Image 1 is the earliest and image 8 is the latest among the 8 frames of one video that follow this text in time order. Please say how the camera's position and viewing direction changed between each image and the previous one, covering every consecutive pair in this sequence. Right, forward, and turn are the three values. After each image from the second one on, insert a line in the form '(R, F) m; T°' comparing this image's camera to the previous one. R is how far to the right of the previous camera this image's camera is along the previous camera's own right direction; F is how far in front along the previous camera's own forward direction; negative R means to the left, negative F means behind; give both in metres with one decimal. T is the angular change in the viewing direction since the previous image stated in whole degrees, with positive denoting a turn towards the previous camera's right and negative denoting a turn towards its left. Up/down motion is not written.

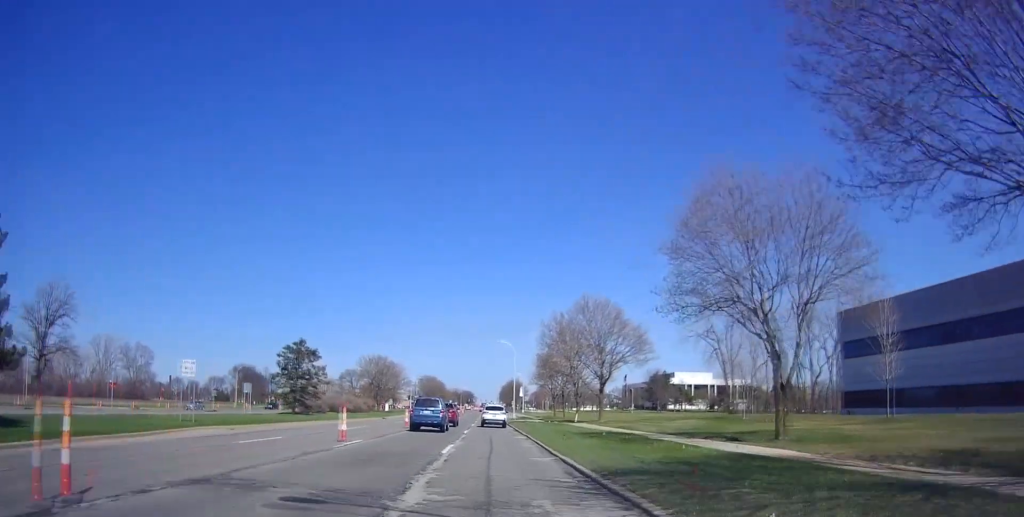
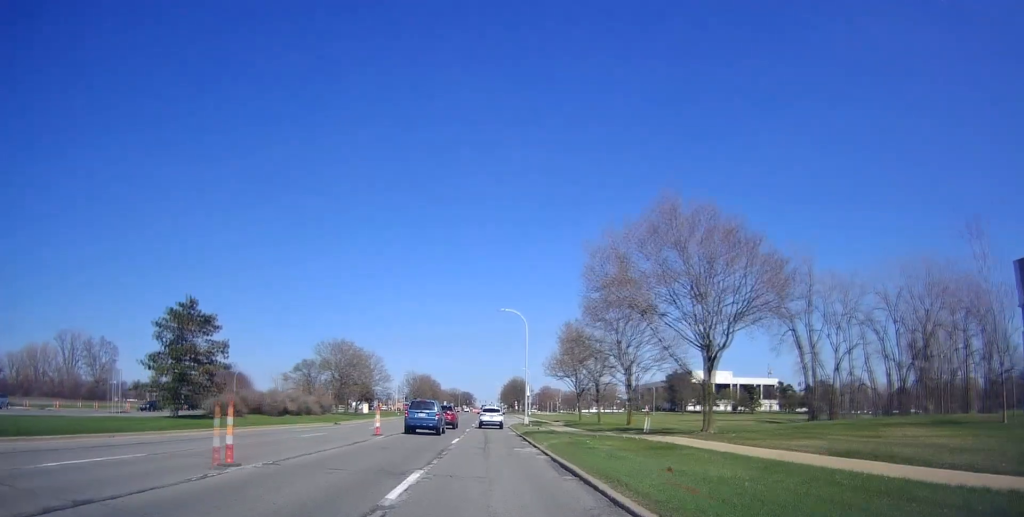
(+0.2, +24.1) m; 0°
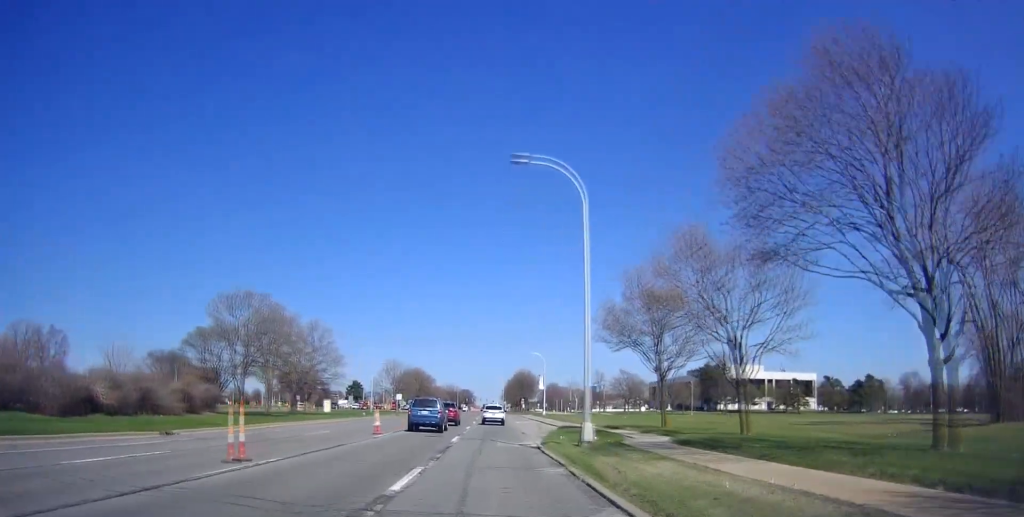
(-0.2, +30.2) m; +1°
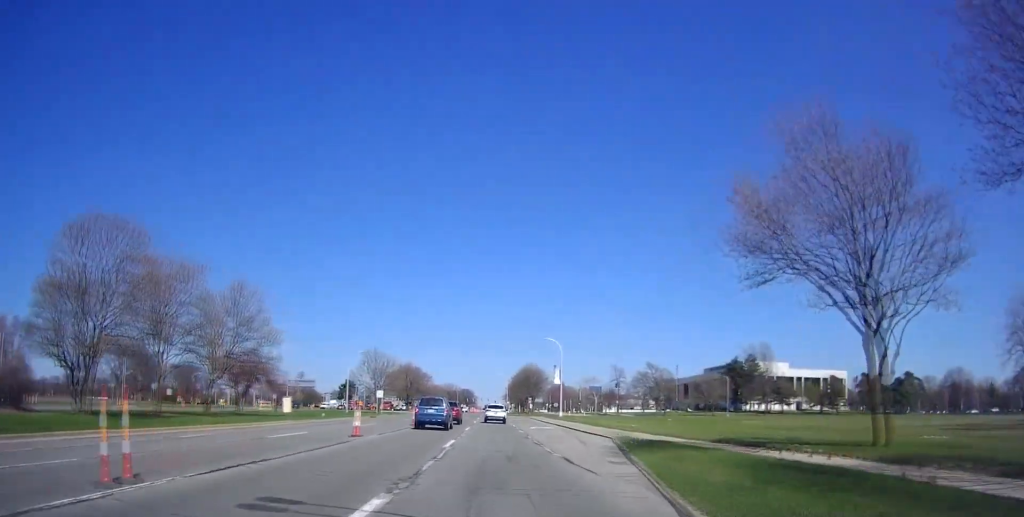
(+0.2, +19.3) m; -1°
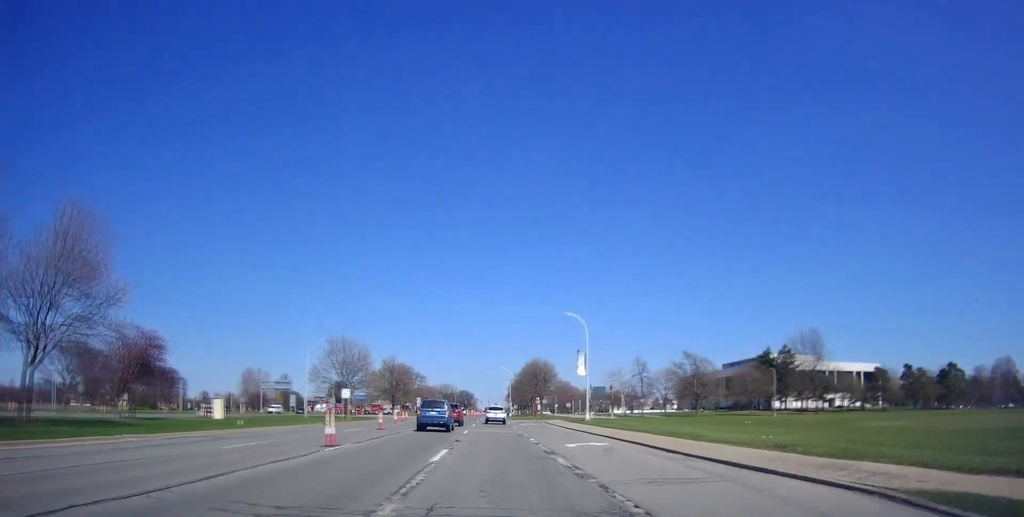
(-0.4, +19.8) m; -1°
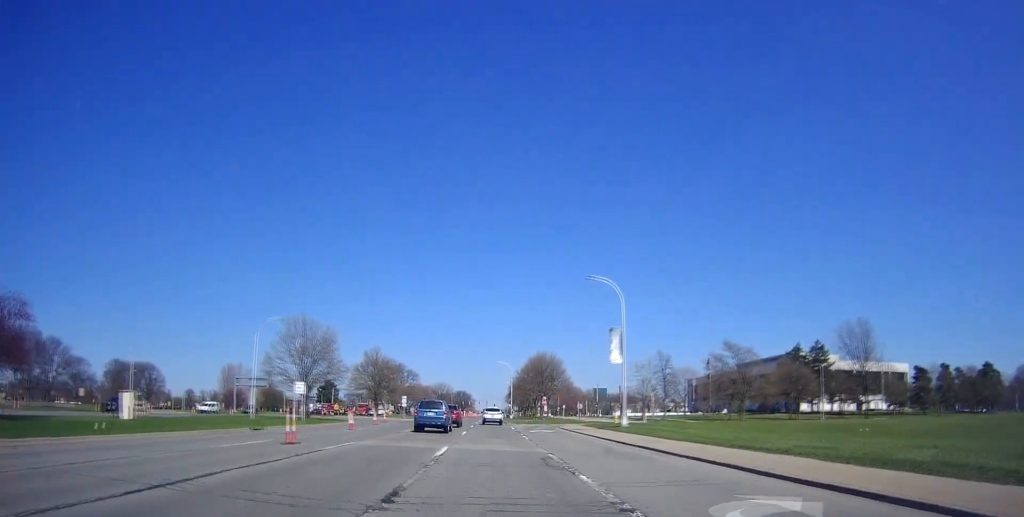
(0.0, +15.1) m; +1°
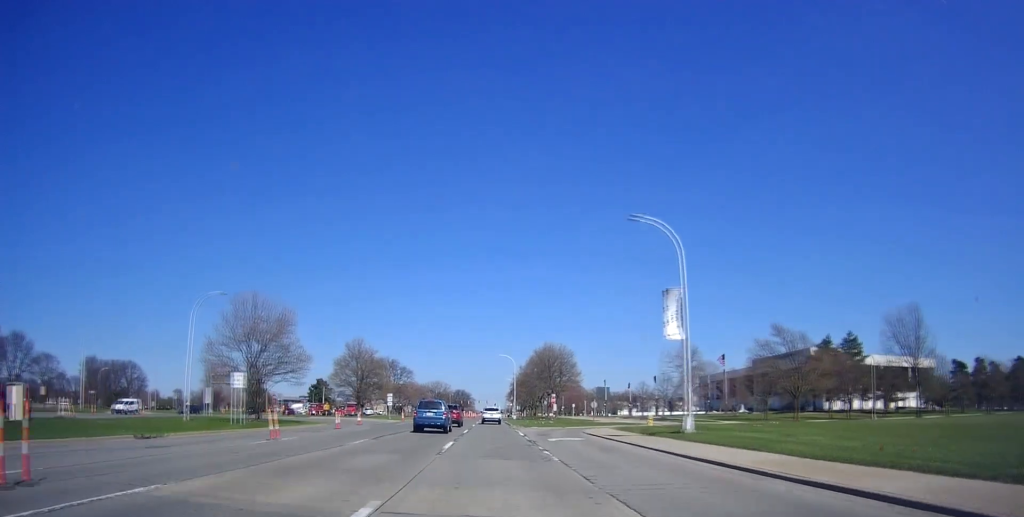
(-0.2, +12.3) m; +2°
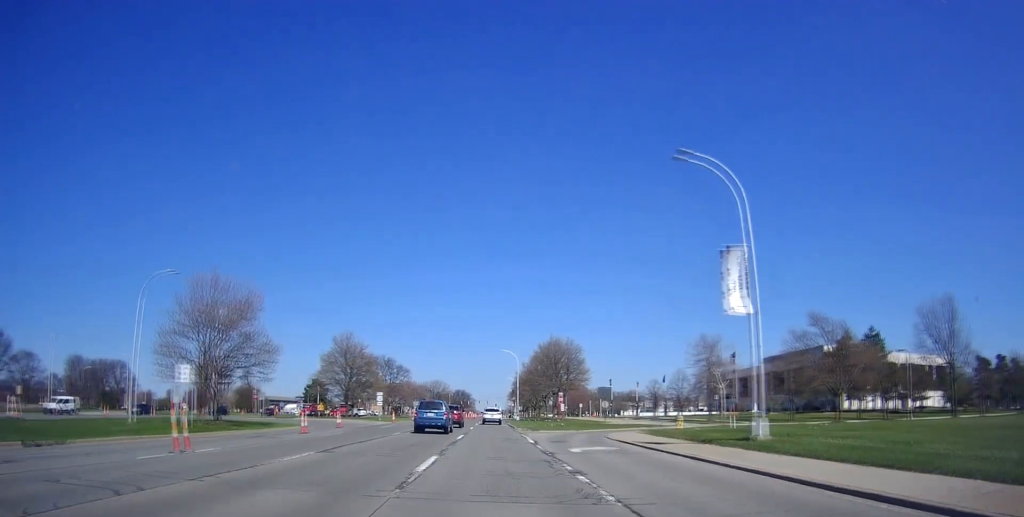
(+0.3, +7.2) m; 0°
